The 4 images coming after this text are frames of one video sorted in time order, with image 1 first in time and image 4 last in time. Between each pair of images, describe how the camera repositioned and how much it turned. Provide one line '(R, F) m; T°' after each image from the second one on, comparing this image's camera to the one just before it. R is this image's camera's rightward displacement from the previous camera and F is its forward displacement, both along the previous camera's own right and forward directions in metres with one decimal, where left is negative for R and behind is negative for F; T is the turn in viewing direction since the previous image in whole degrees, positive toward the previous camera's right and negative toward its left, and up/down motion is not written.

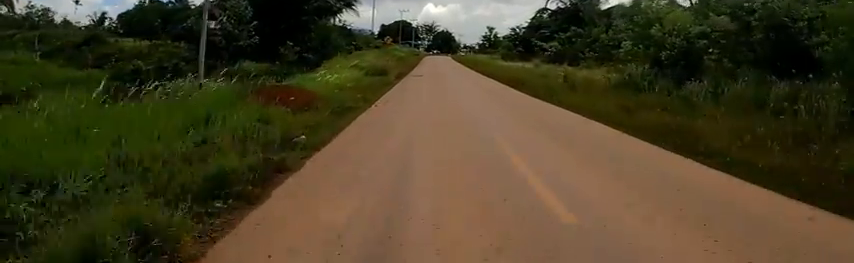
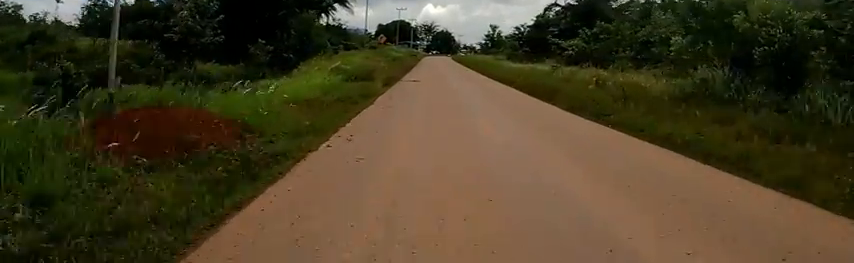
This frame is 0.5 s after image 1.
(+0.1, +5.0) m; 0°
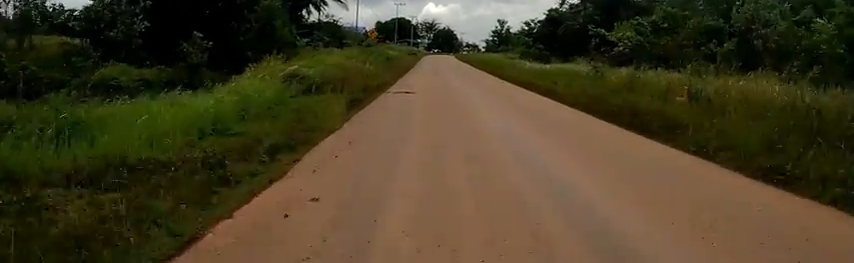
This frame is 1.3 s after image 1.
(+0.7, +7.2) m; -3°
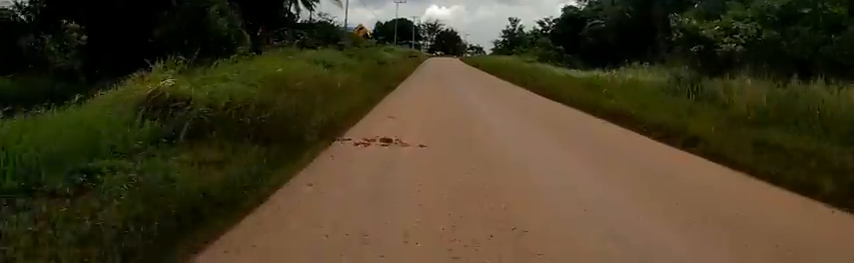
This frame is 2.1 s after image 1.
(-1.1, +7.3) m; -3°
